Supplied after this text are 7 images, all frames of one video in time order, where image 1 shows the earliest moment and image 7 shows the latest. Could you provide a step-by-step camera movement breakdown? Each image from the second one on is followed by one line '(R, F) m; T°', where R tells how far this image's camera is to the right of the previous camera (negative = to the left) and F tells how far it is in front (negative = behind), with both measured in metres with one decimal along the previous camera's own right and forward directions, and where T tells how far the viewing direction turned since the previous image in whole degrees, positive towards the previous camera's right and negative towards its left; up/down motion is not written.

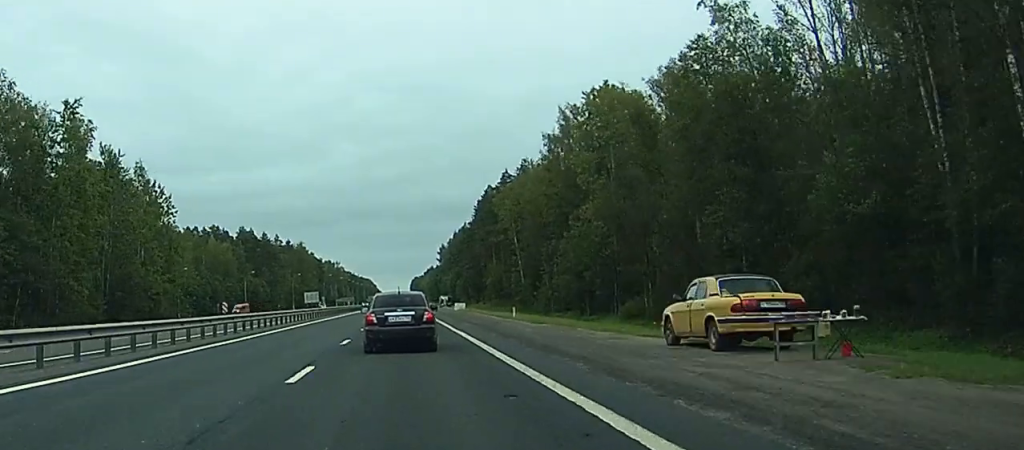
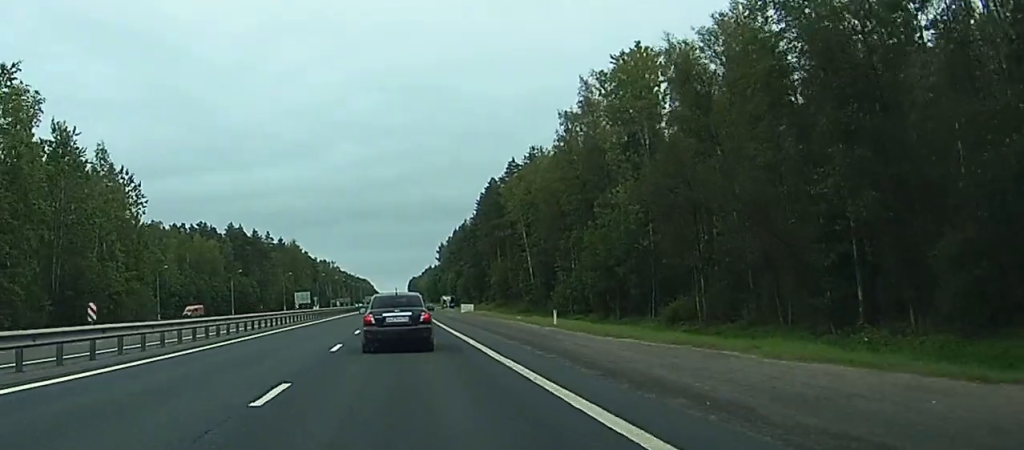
(0.0, +14.9) m; 0°
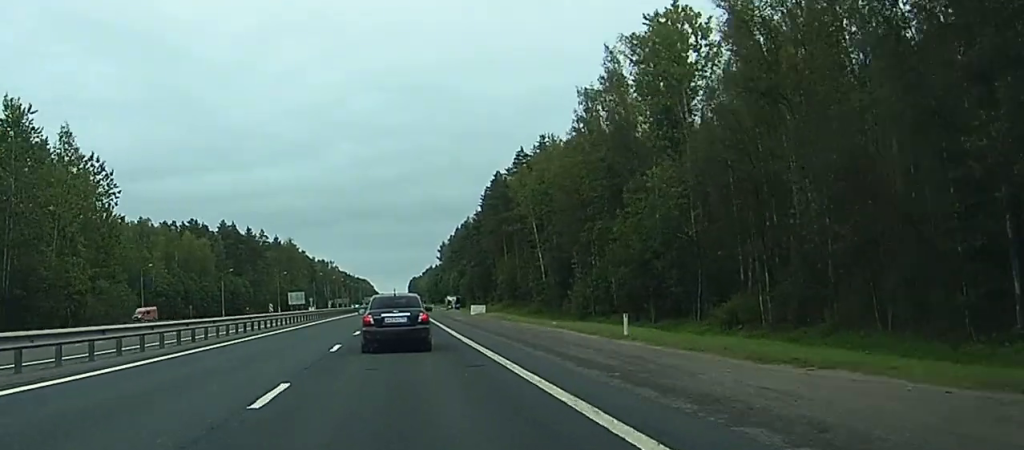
(0.0, +12.0) m; 0°
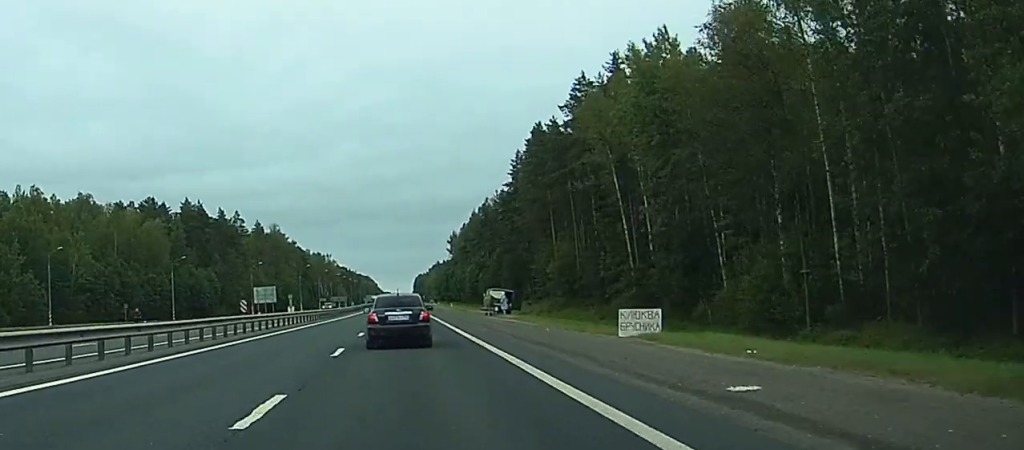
(-0.2, +49.3) m; 0°
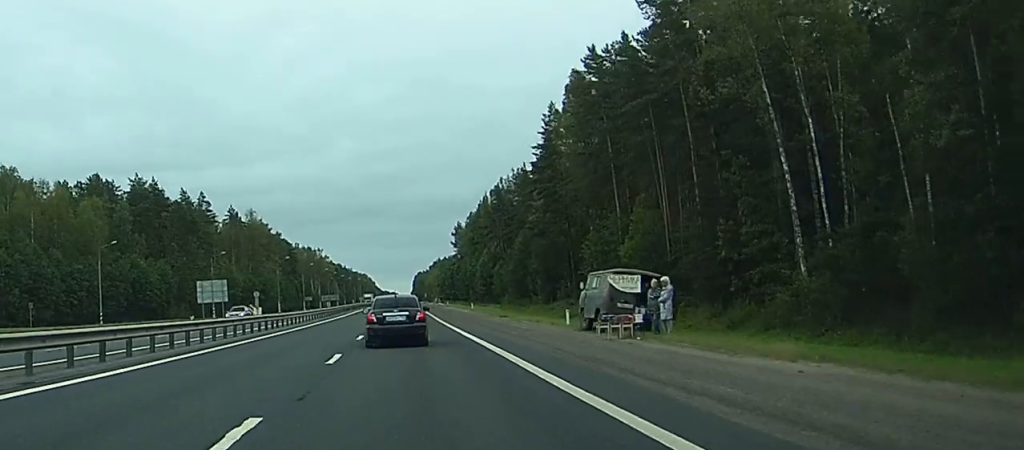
(0.0, +37.1) m; 0°
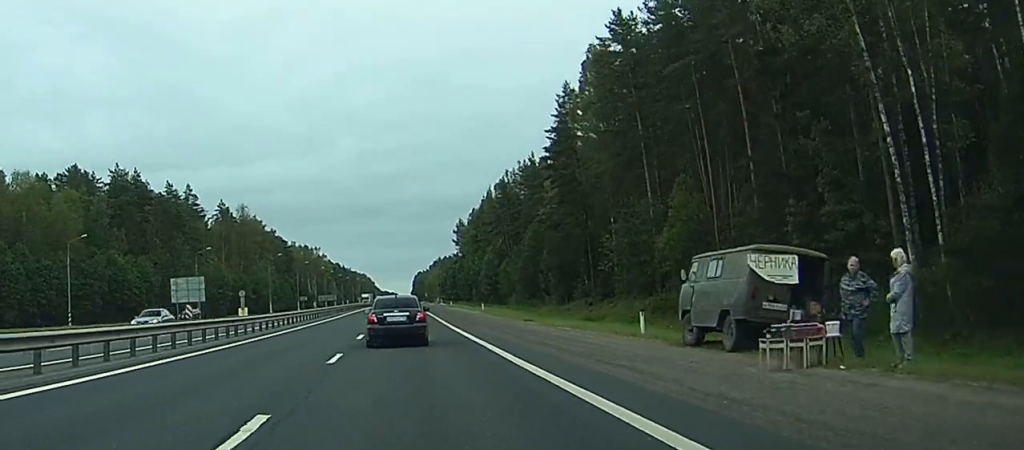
(0.0, +11.1) m; 0°
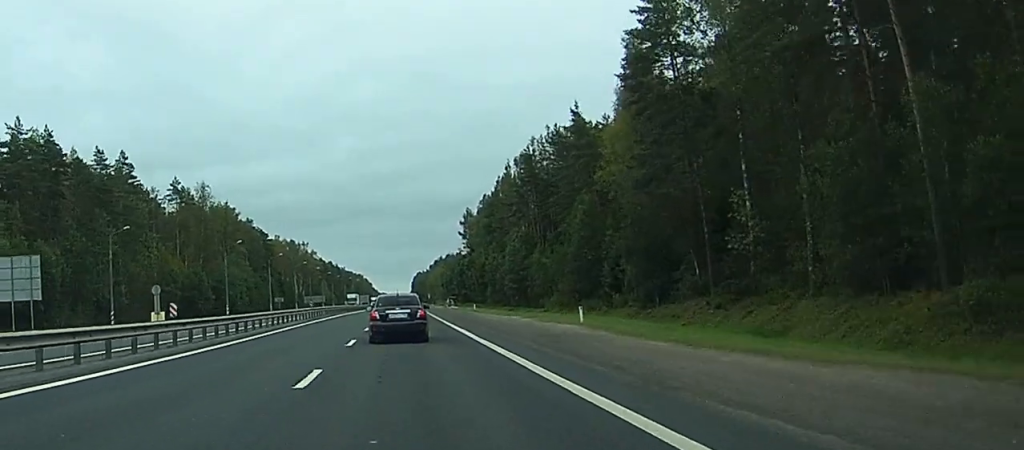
(+0.5, +39.1) m; +6°
